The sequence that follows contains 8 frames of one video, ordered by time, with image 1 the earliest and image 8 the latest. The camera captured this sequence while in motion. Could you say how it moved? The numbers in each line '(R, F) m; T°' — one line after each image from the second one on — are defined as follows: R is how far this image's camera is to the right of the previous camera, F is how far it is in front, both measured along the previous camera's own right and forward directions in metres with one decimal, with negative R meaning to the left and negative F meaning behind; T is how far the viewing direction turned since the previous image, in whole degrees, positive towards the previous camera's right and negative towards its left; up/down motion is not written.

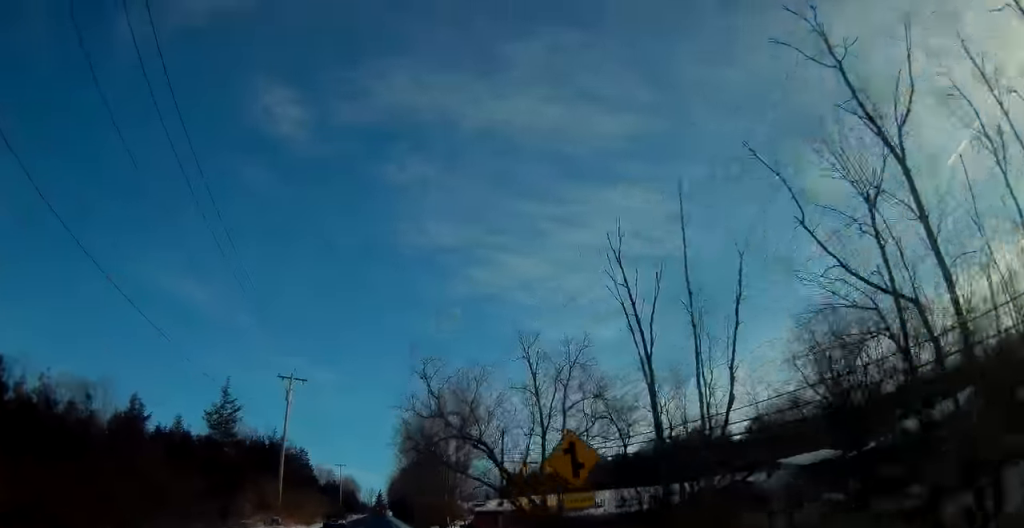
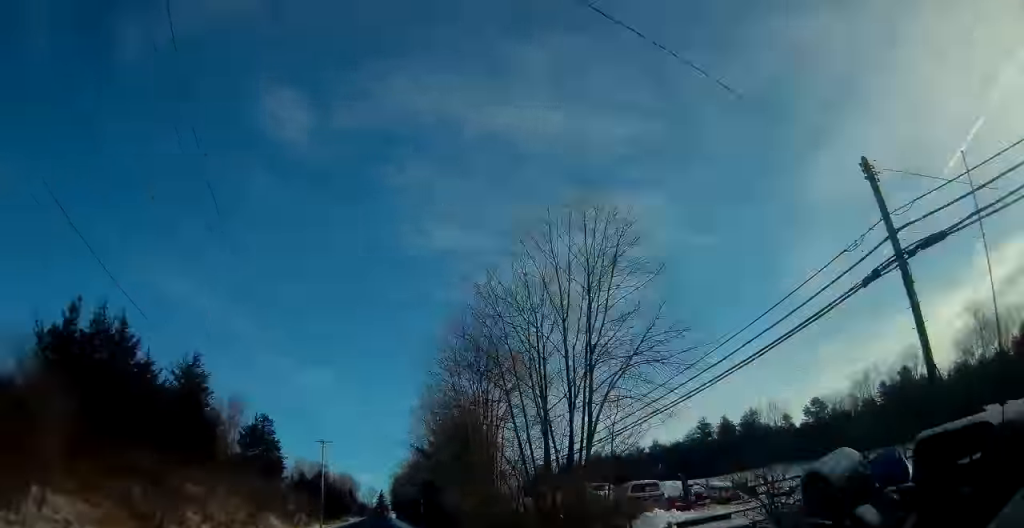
(+0.1, +40.7) m; 0°
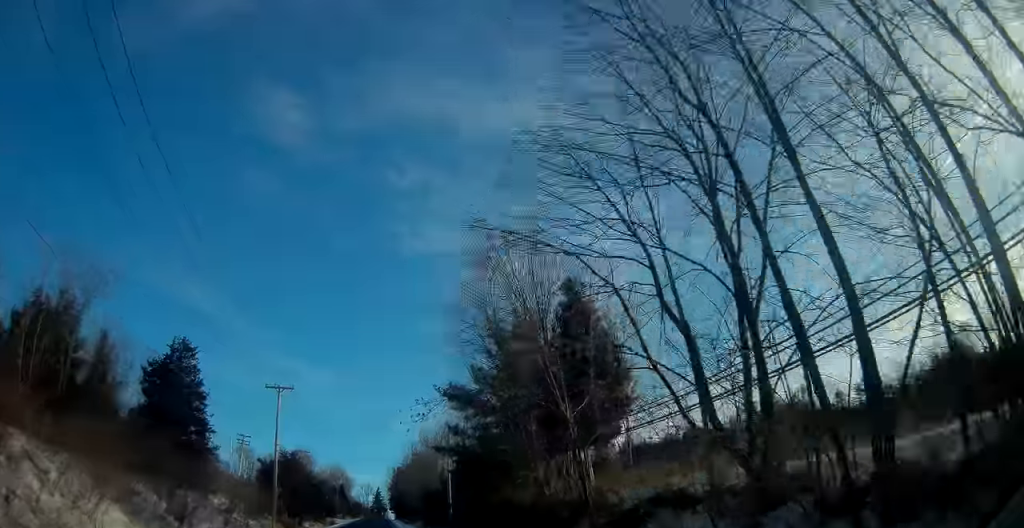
(+0.1, +32.9) m; -1°
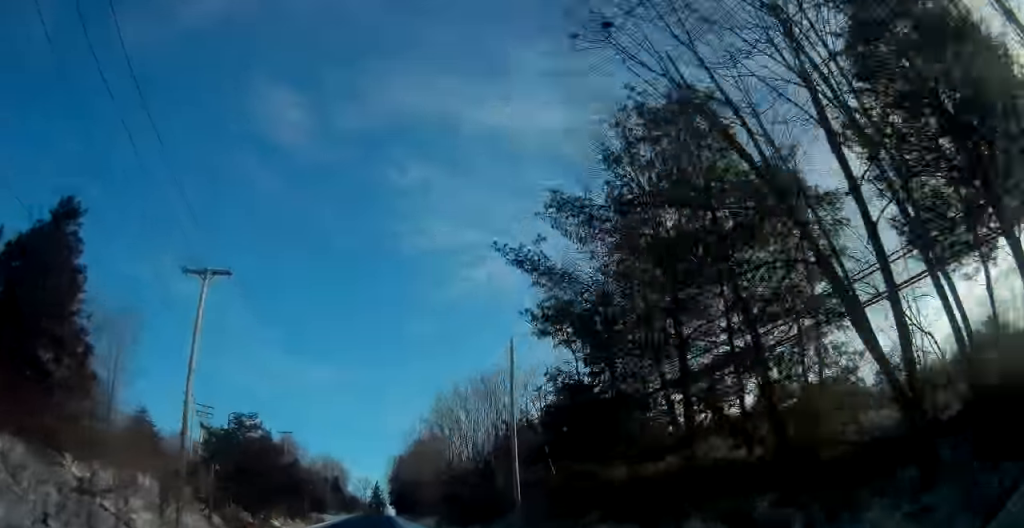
(-0.2, +20.9) m; 0°
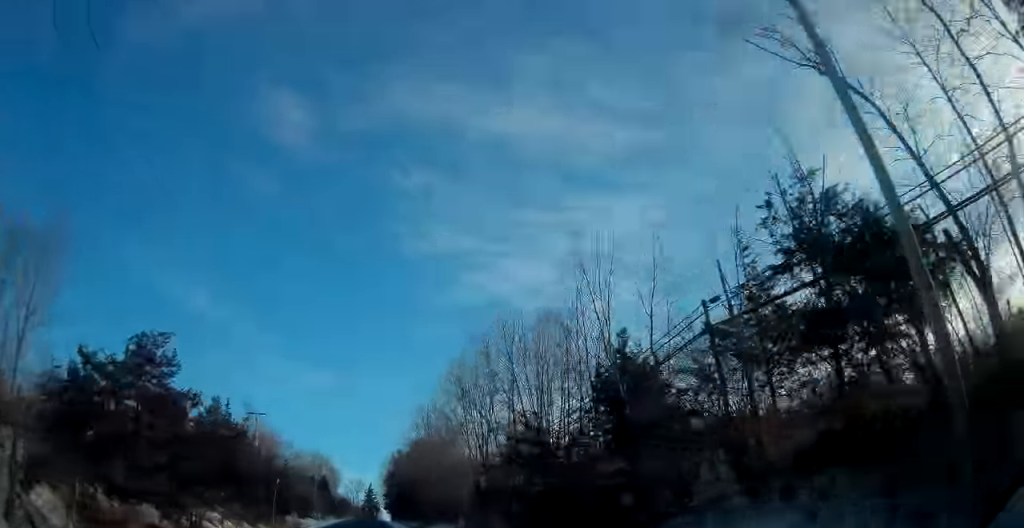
(+0.2, +18.6) m; +1°
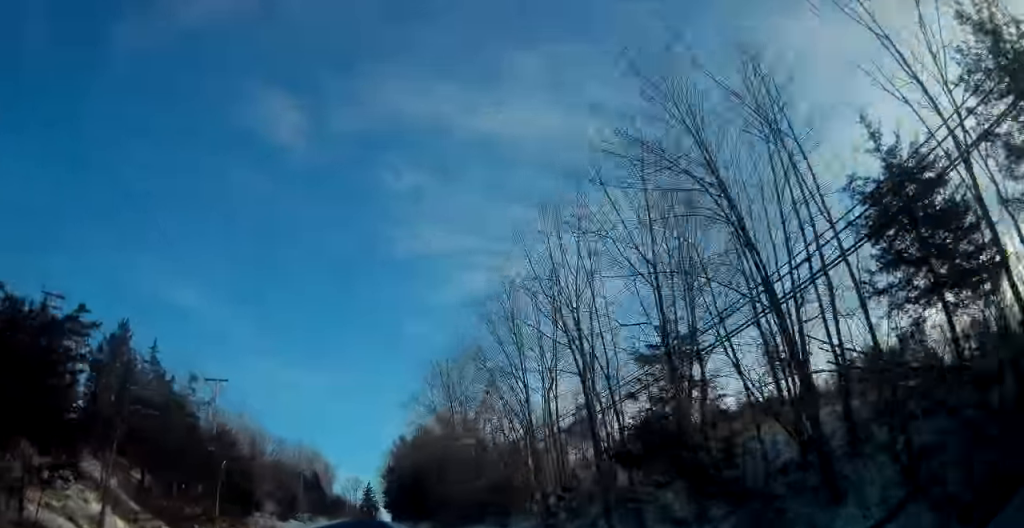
(+0.3, +17.9) m; 0°
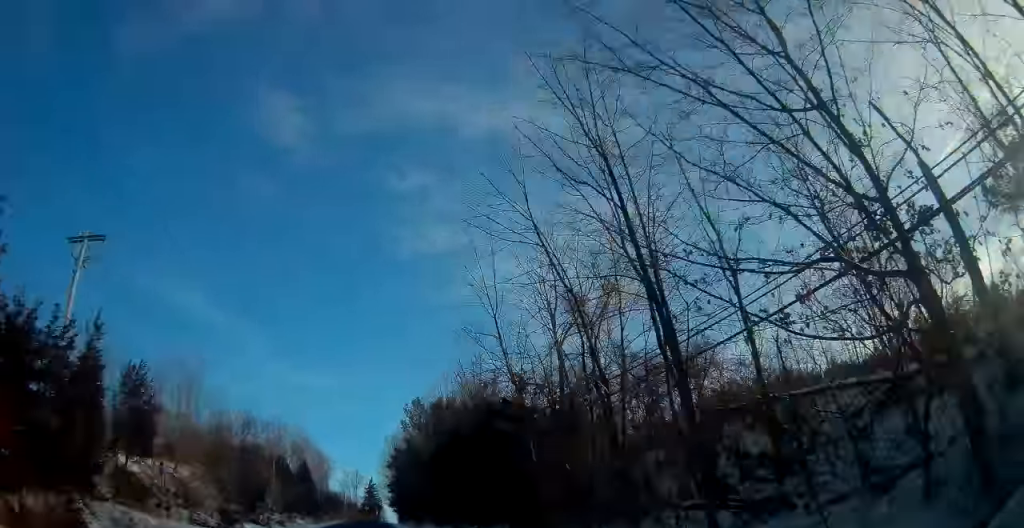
(-0.4, +28.4) m; -1°
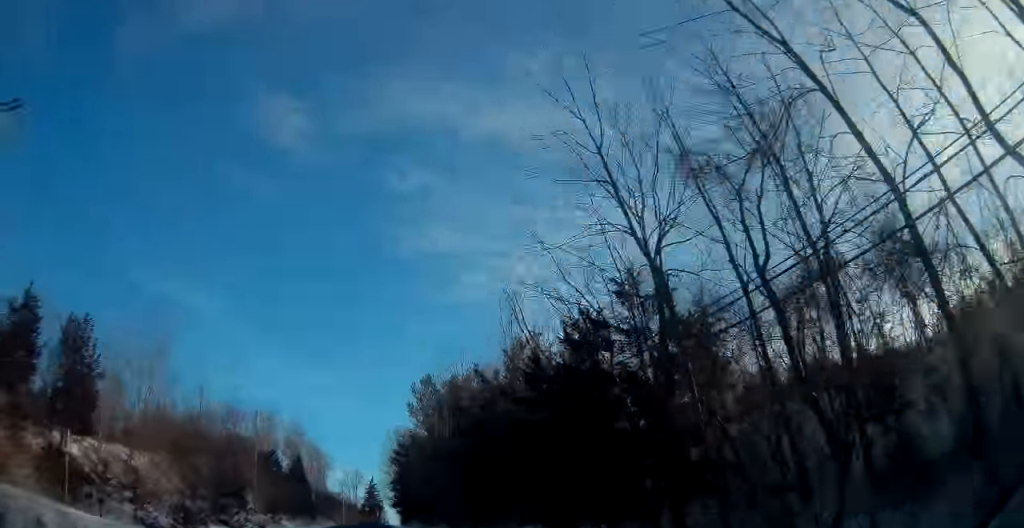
(-0.1, +10.4) m; 0°
